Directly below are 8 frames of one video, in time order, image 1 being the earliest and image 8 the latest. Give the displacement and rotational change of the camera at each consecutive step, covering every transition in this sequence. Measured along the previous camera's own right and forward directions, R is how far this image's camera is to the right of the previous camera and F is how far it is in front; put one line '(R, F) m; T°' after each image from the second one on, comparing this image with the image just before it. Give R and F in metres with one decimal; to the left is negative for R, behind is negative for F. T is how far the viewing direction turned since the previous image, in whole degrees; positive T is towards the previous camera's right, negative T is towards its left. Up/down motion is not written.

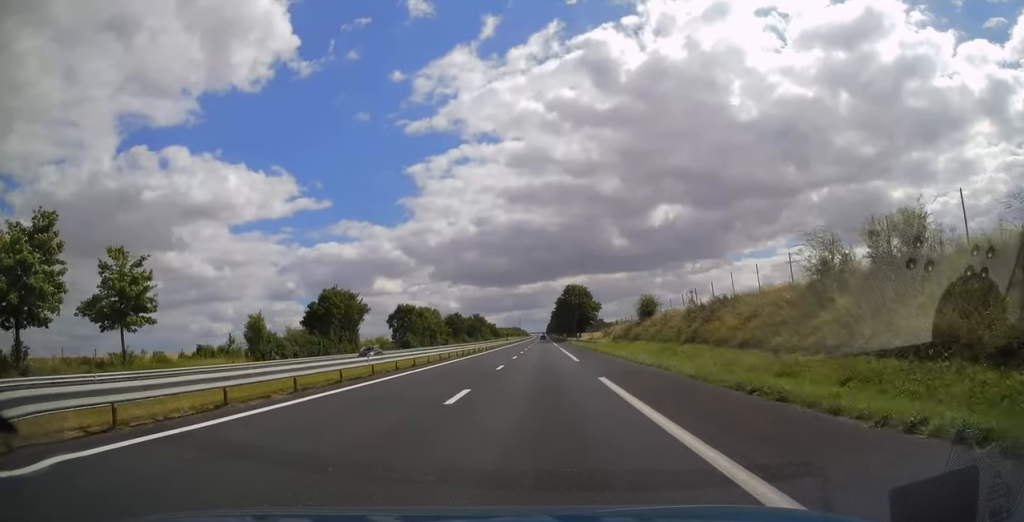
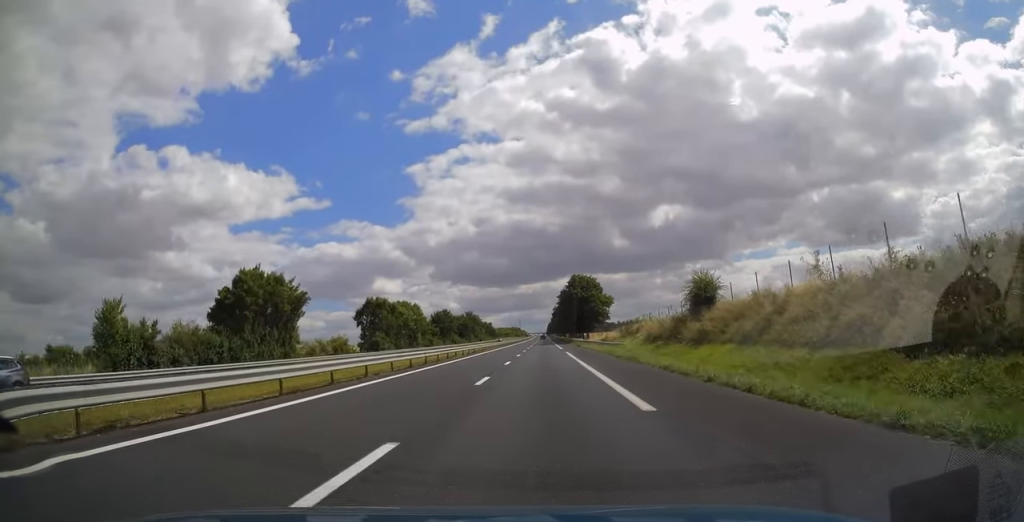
(0.0, +22.2) m; 0°
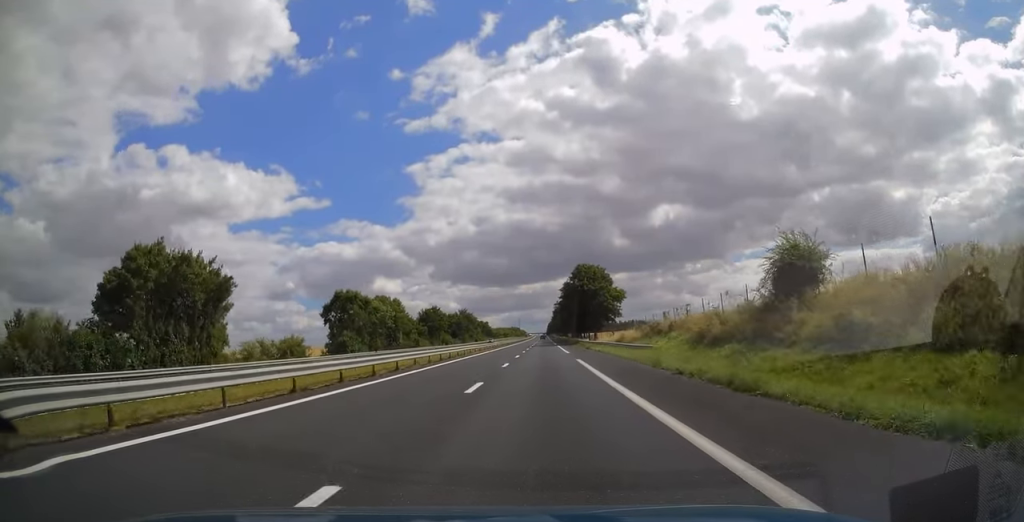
(0.0, +16.2) m; 0°
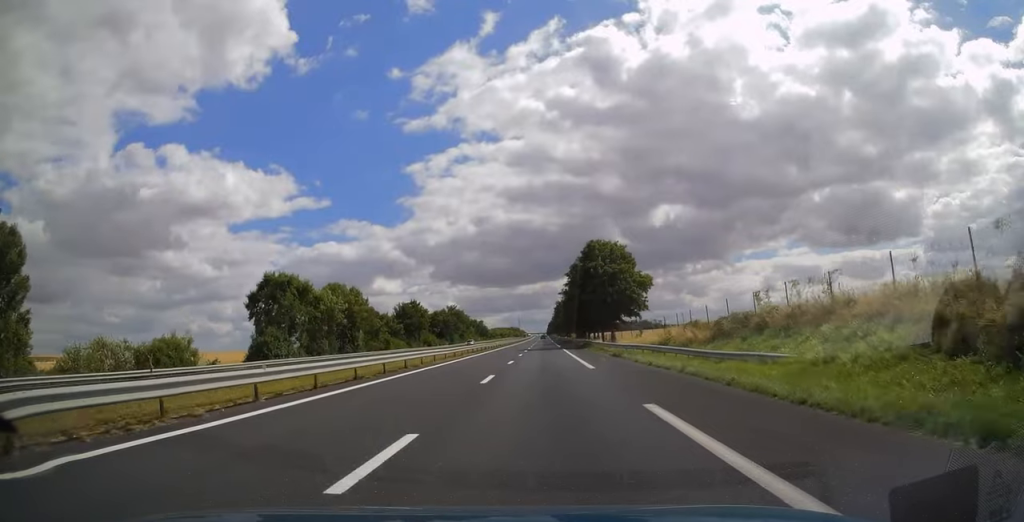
(+0.1, +24.5) m; 0°
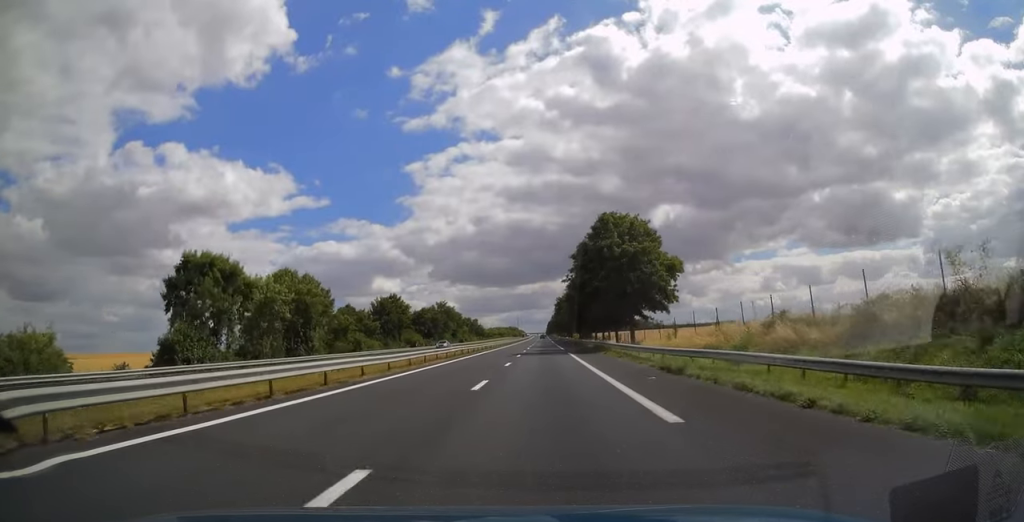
(0.0, +17.3) m; 0°
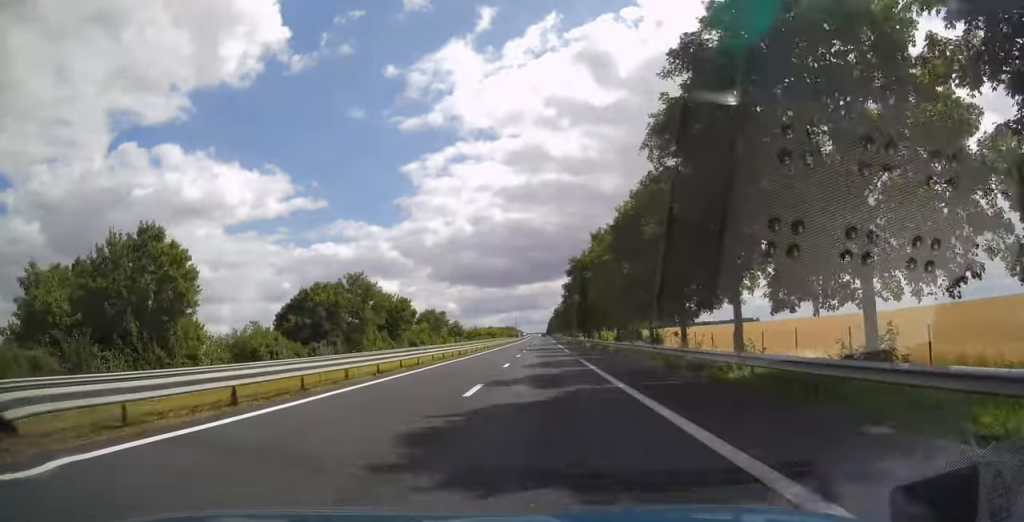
(0.0, +77.9) m; 0°
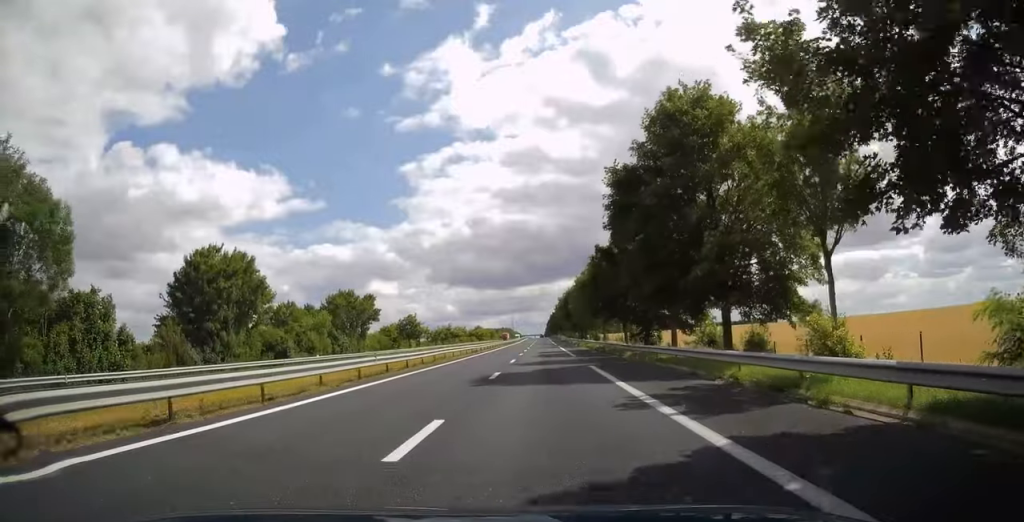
(+0.1, +62.1) m; 0°
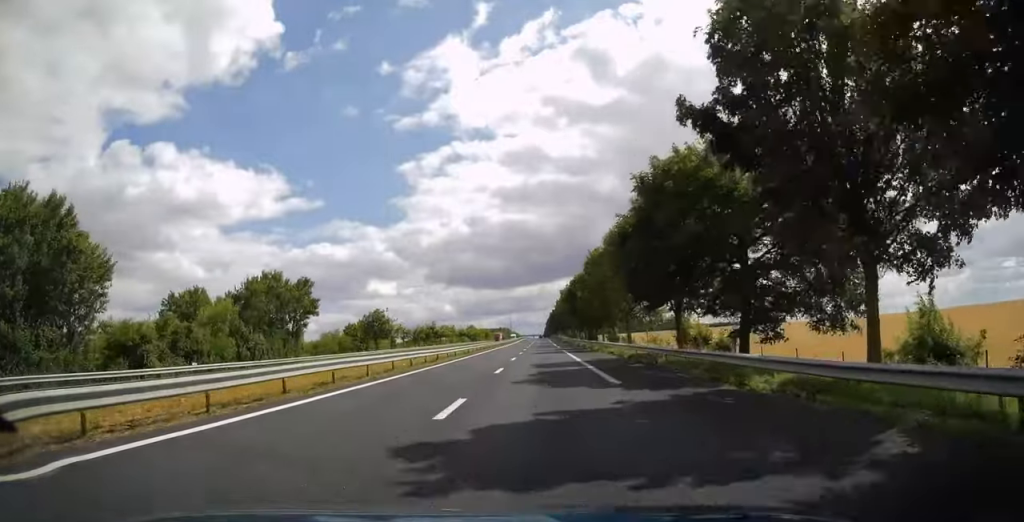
(0.0, +23.0) m; 0°
